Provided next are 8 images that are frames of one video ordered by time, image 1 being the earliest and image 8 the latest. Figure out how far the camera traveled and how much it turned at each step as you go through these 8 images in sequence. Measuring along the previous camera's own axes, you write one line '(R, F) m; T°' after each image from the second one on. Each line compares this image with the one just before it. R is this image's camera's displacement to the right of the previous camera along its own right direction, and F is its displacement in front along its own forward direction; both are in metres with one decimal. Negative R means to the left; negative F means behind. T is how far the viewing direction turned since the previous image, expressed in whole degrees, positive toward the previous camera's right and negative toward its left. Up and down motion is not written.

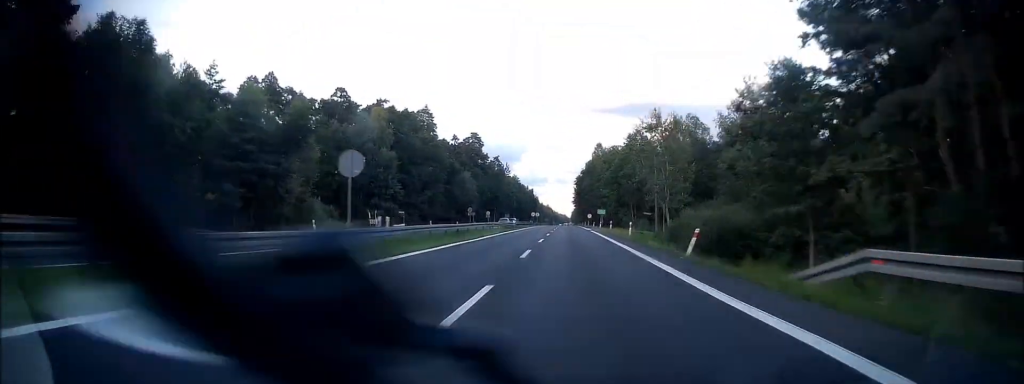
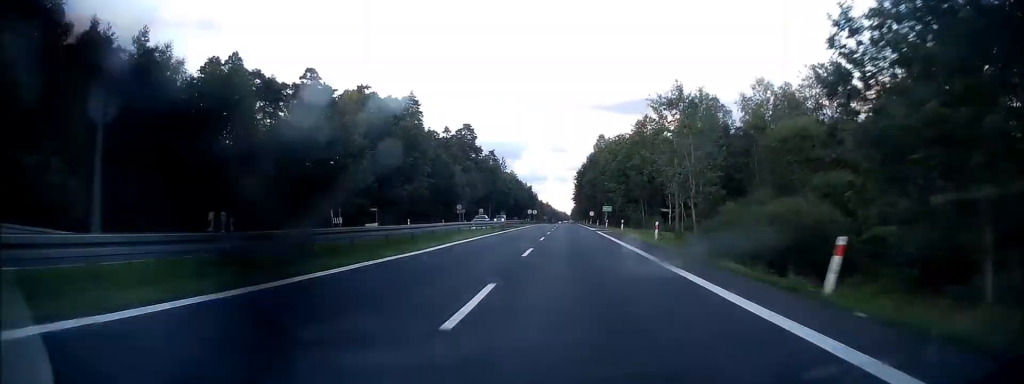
(0.0, +11.9) m; 0°
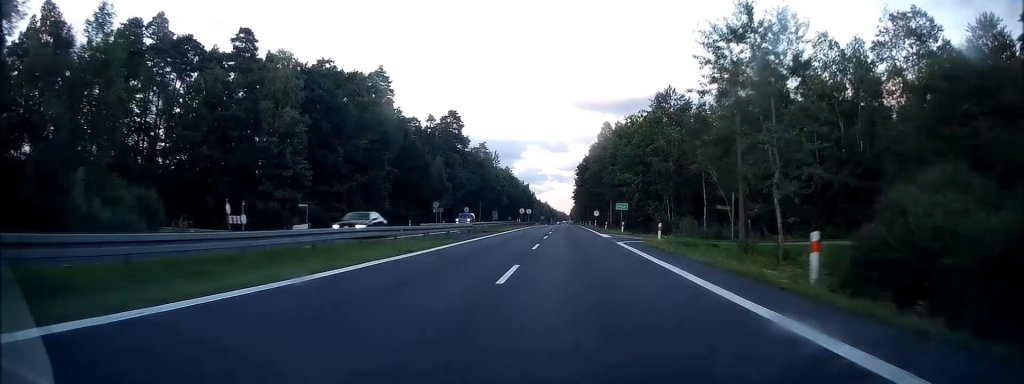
(+0.1, +19.3) m; 0°
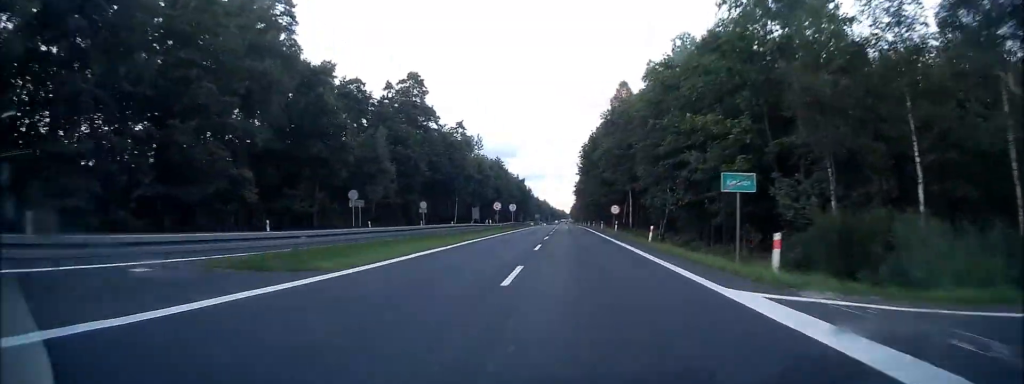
(0.0, +35.9) m; 0°
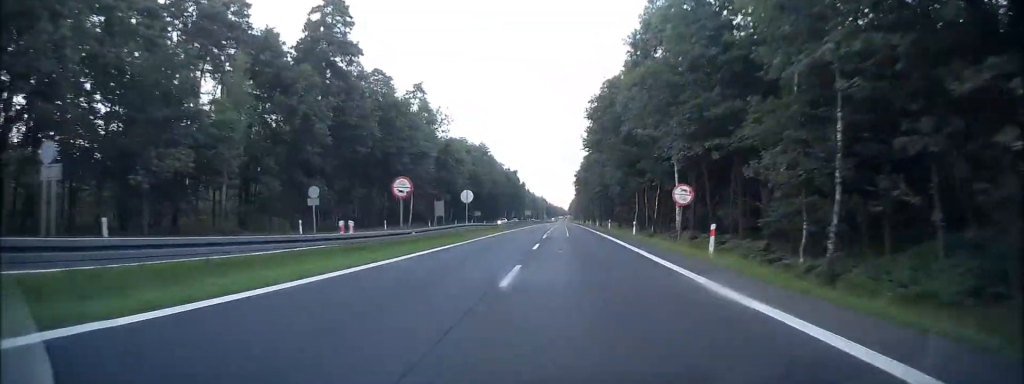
(+0.1, +36.0) m; 0°
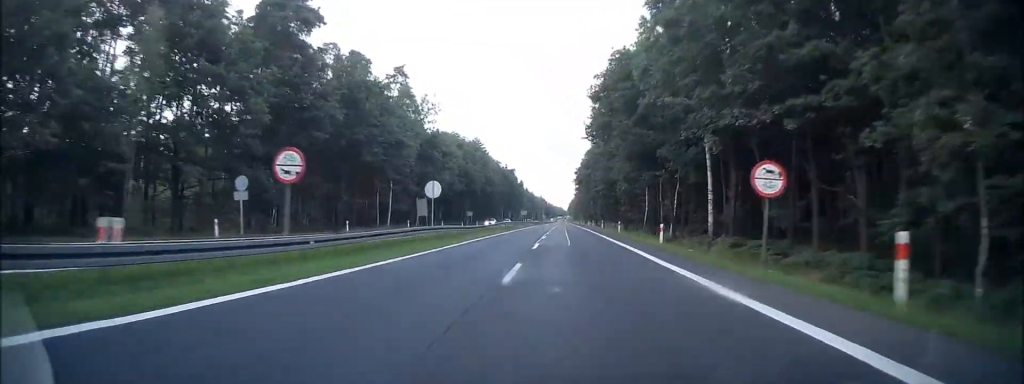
(0.0, +11.1) m; 0°
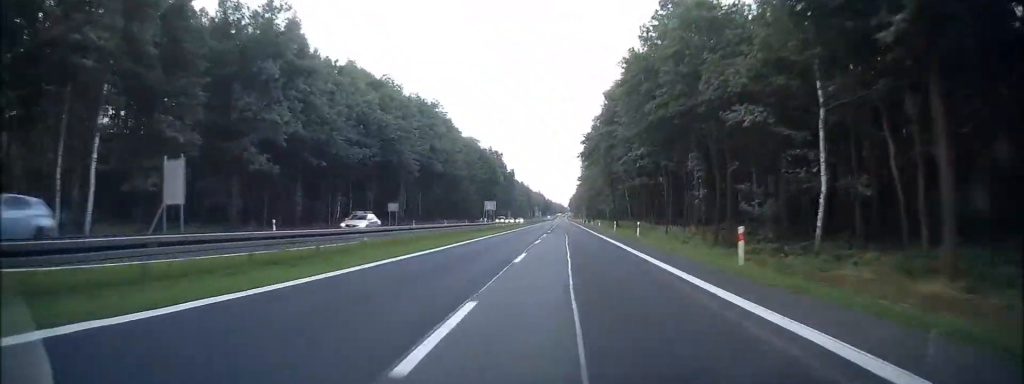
(+0.1, +54.8) m; 0°
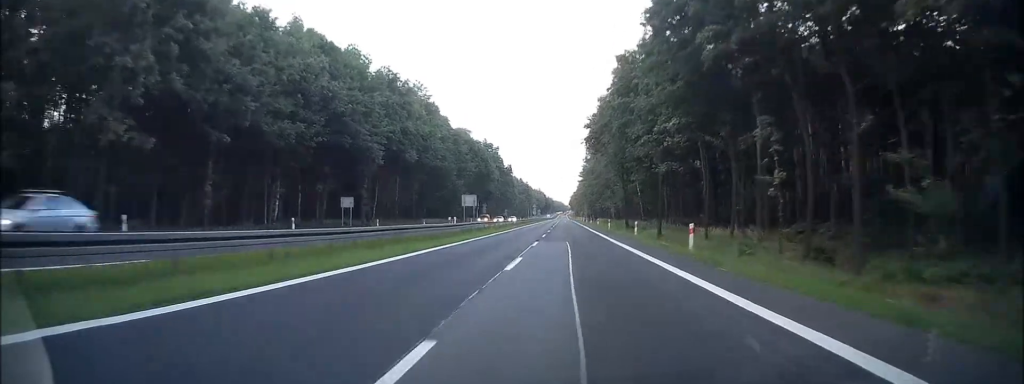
(0.0, +14.9) m; 0°
